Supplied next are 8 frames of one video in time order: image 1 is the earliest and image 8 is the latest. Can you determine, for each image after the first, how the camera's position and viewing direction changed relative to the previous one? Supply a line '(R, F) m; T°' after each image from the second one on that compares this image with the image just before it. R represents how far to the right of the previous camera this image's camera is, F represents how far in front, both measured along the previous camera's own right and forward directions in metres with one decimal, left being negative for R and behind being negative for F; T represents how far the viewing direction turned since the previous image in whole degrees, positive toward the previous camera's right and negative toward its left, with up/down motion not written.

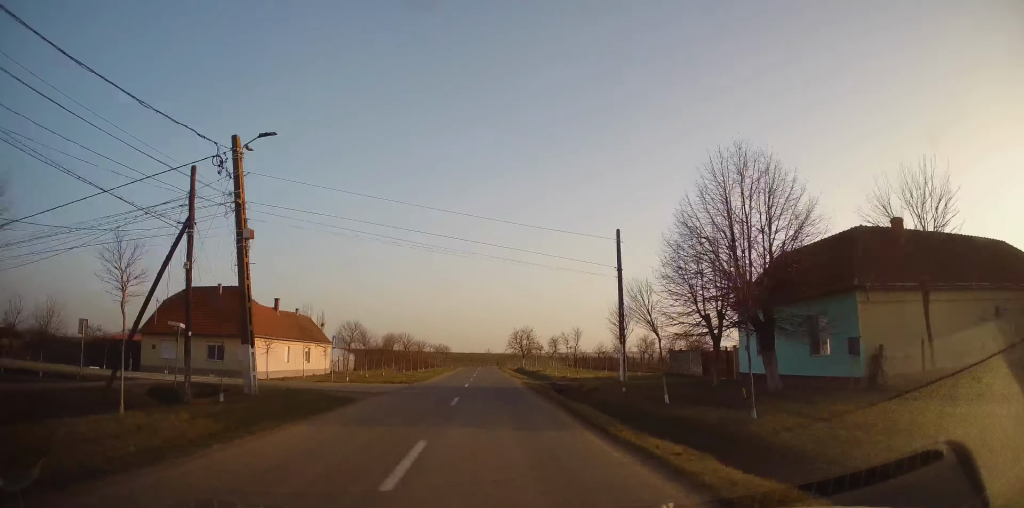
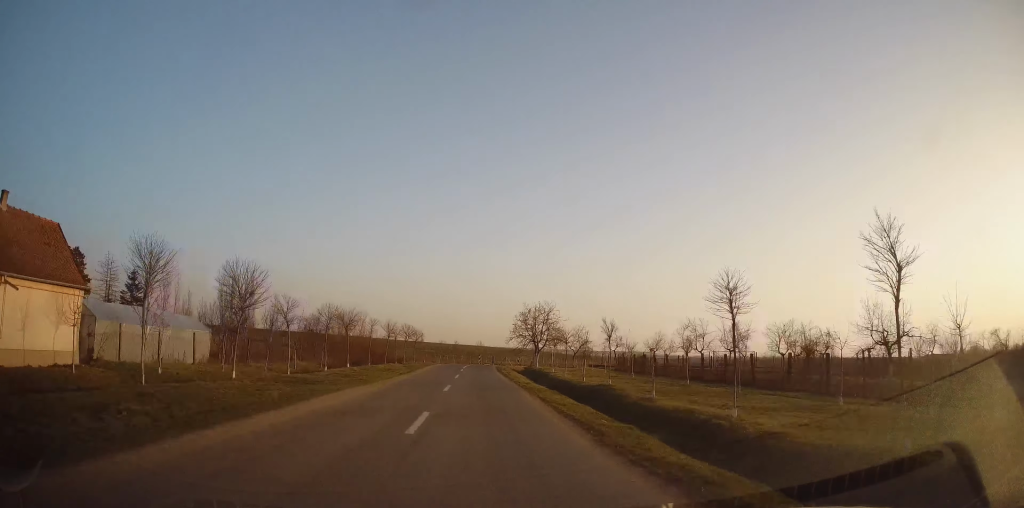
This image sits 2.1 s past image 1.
(0.0, +33.9) m; 0°
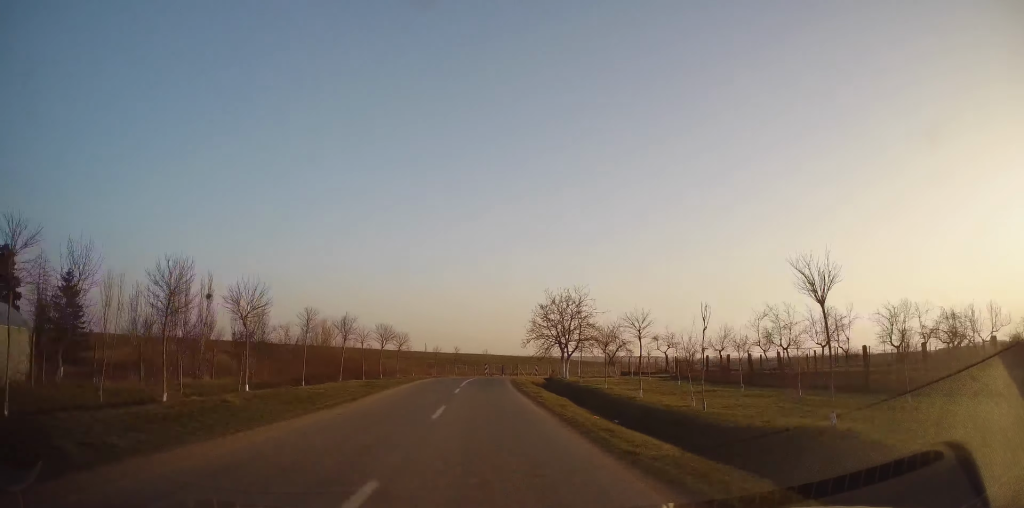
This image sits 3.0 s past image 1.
(0.0, +15.4) m; 0°
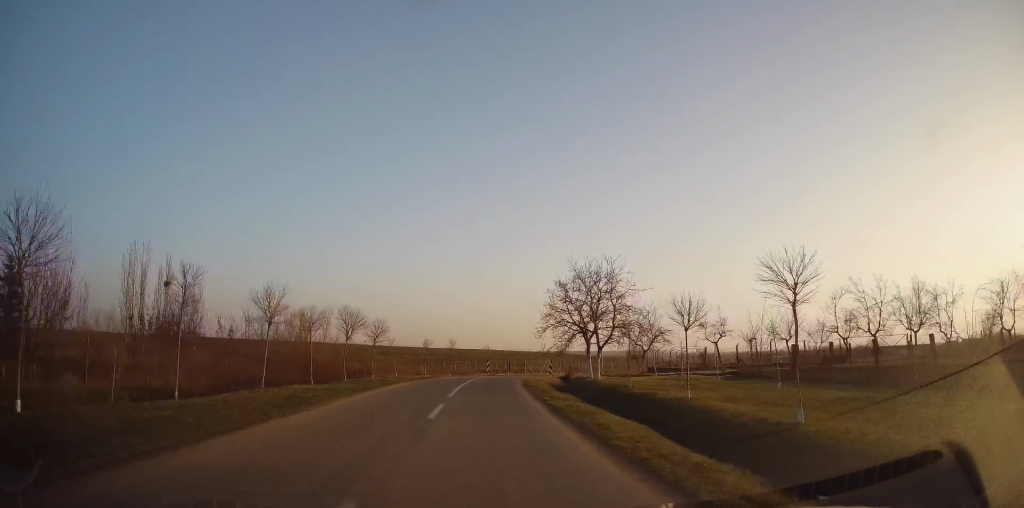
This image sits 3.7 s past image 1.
(-0.1, +10.3) m; 0°
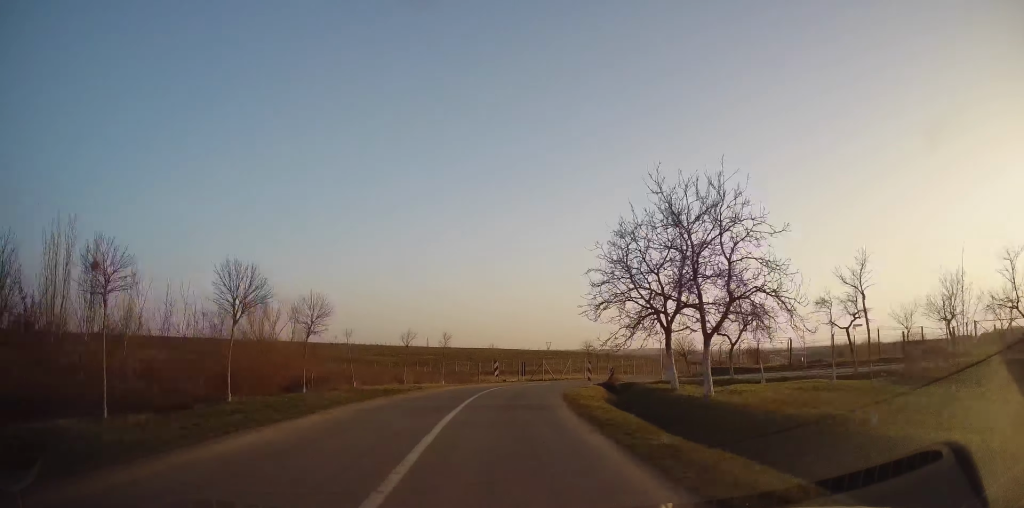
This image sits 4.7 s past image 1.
(+0.1, +14.6) m; -1°
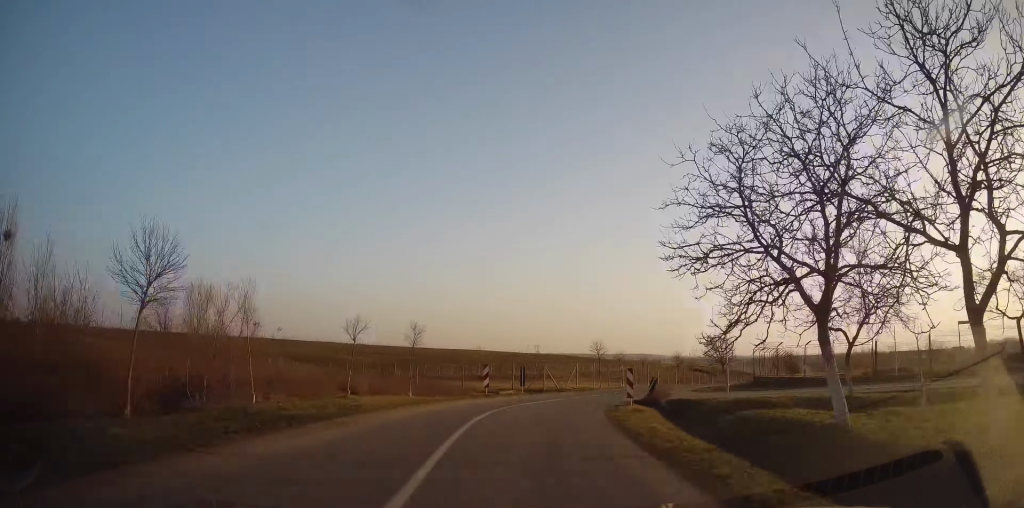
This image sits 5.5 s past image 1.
(-0.2, +10.9) m; 0°
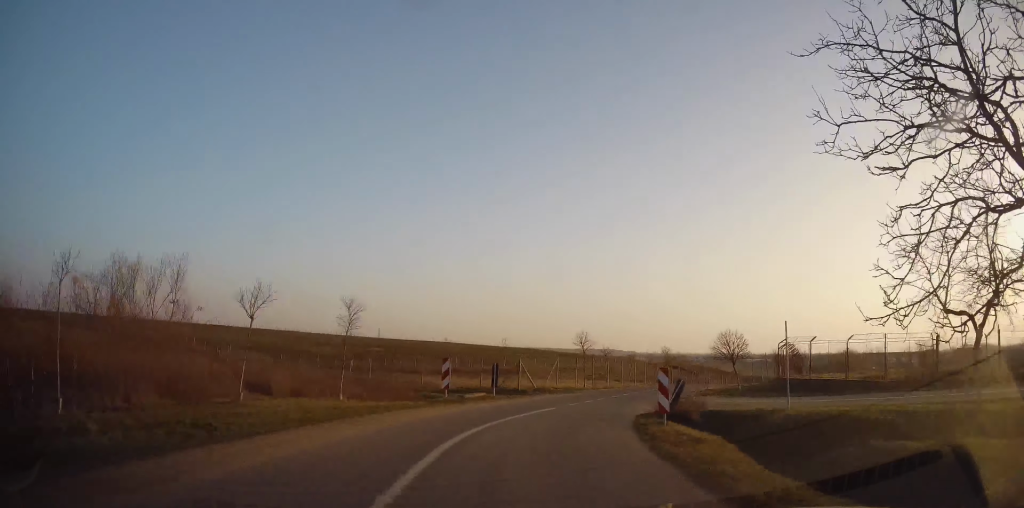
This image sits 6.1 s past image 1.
(0.0, +7.0) m; +2°
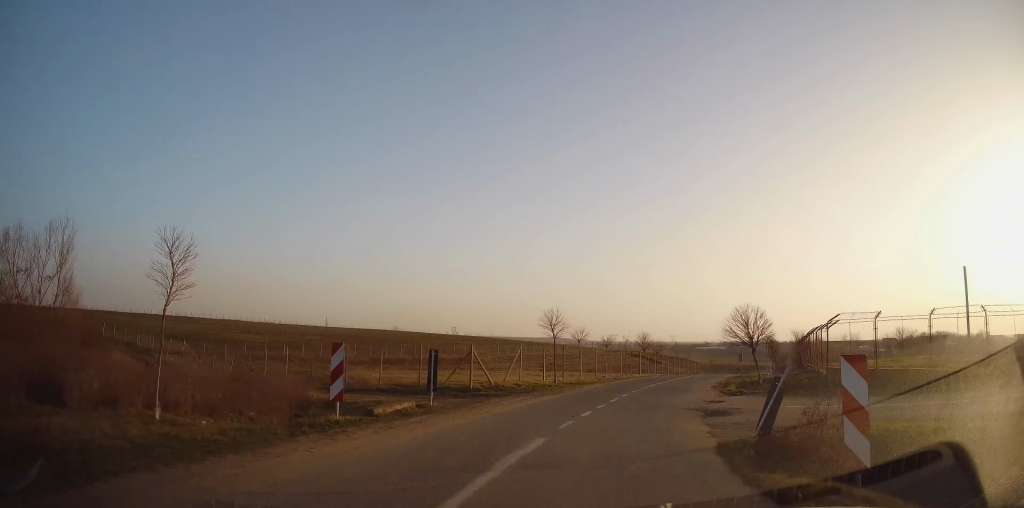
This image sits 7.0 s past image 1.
(+0.2, +8.9) m; +5°
